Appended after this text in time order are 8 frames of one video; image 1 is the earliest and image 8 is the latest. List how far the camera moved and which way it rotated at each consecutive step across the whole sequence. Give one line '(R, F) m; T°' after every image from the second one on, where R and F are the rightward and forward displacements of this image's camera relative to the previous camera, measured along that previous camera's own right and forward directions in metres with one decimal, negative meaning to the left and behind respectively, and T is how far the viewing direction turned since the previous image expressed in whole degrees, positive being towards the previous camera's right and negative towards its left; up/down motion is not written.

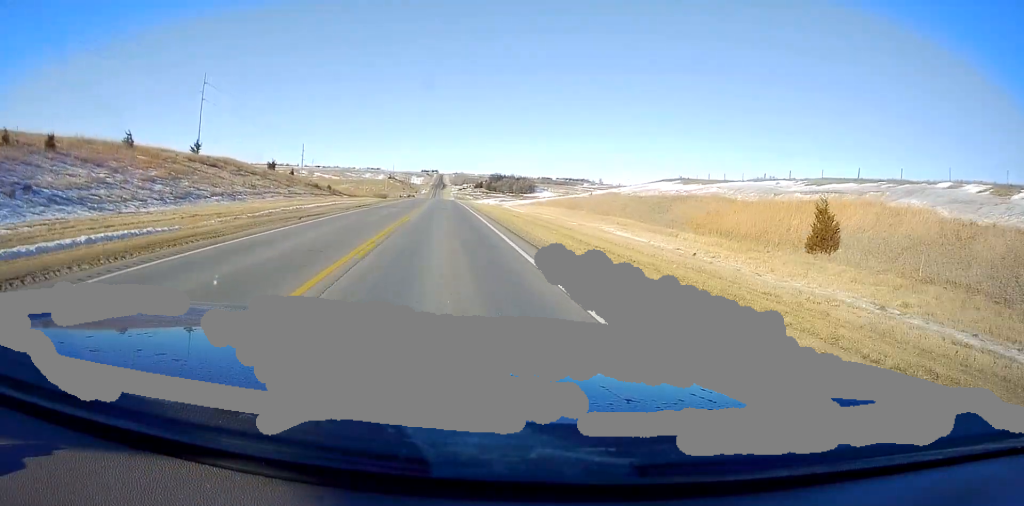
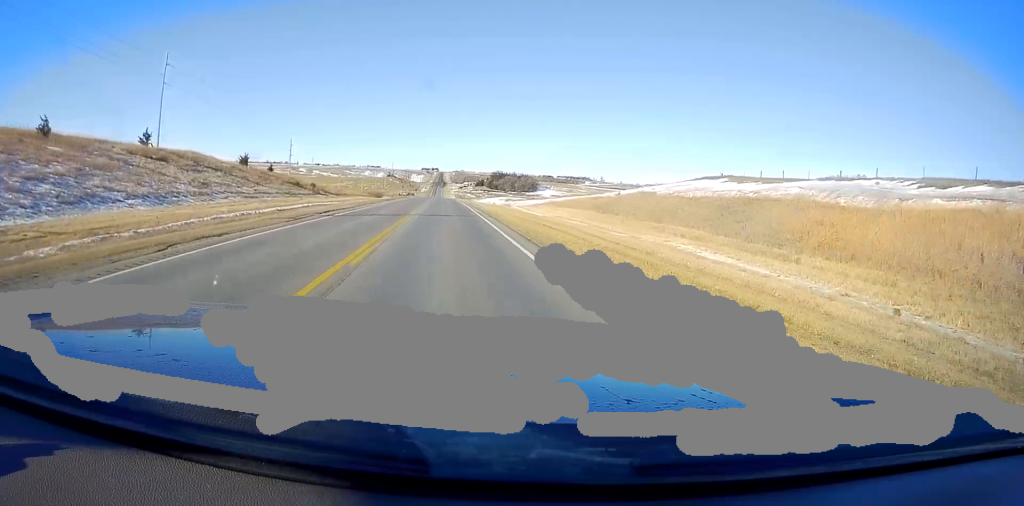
(+0.1, +13.5) m; 0°
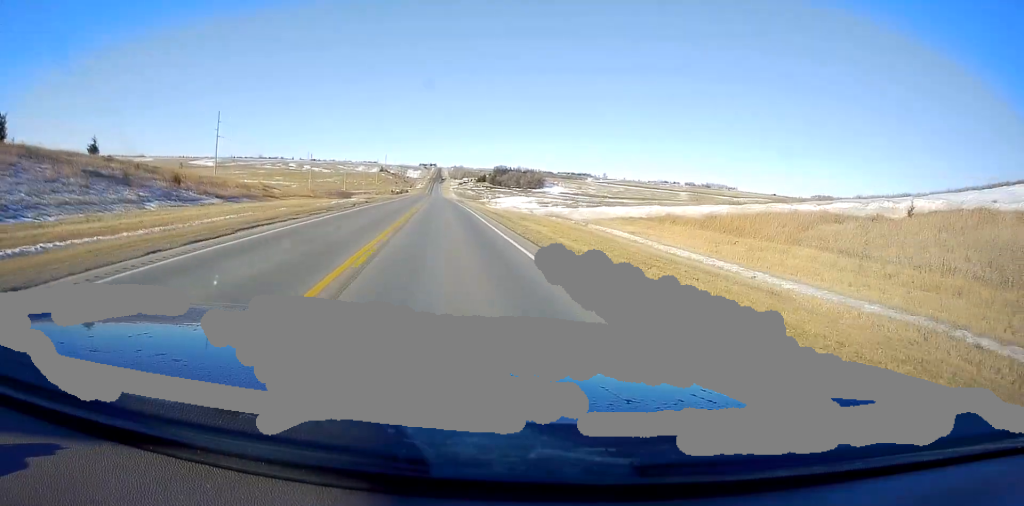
(-0.8, +48.8) m; -1°
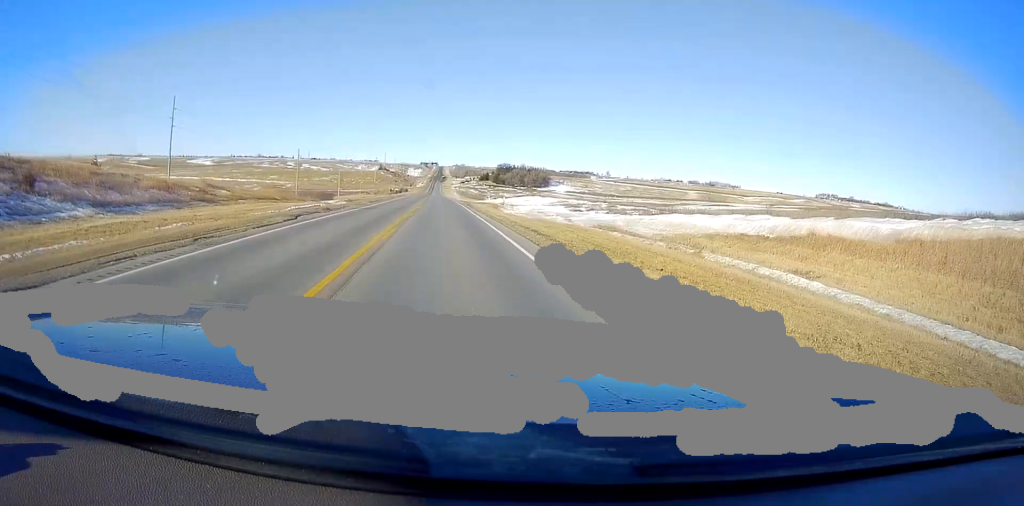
(-0.1, +18.8) m; +1°
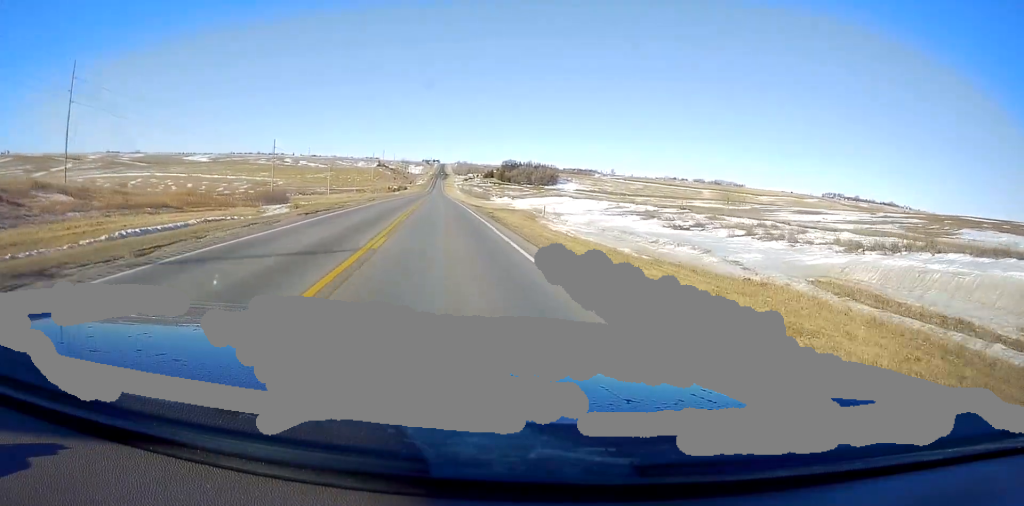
(+0.5, +26.6) m; +1°
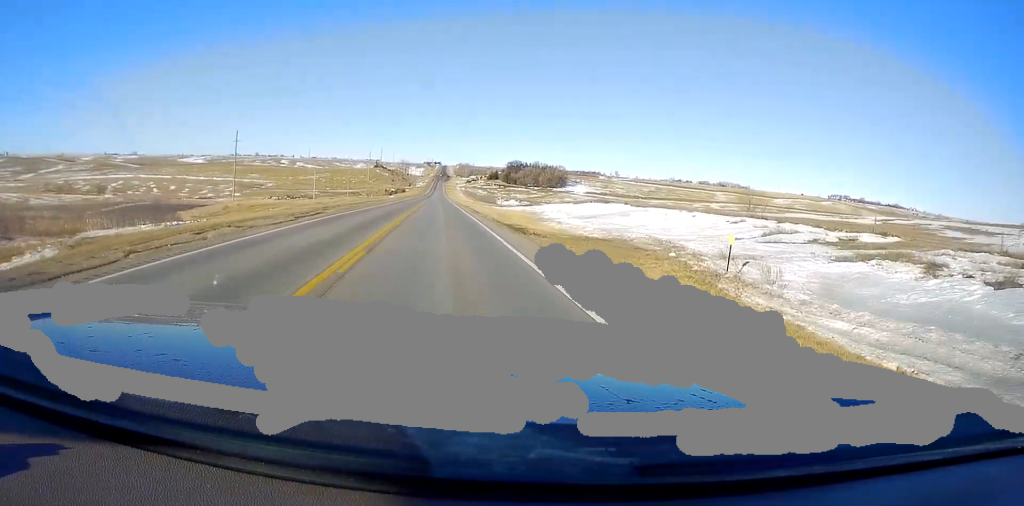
(+0.1, +28.3) m; -1°
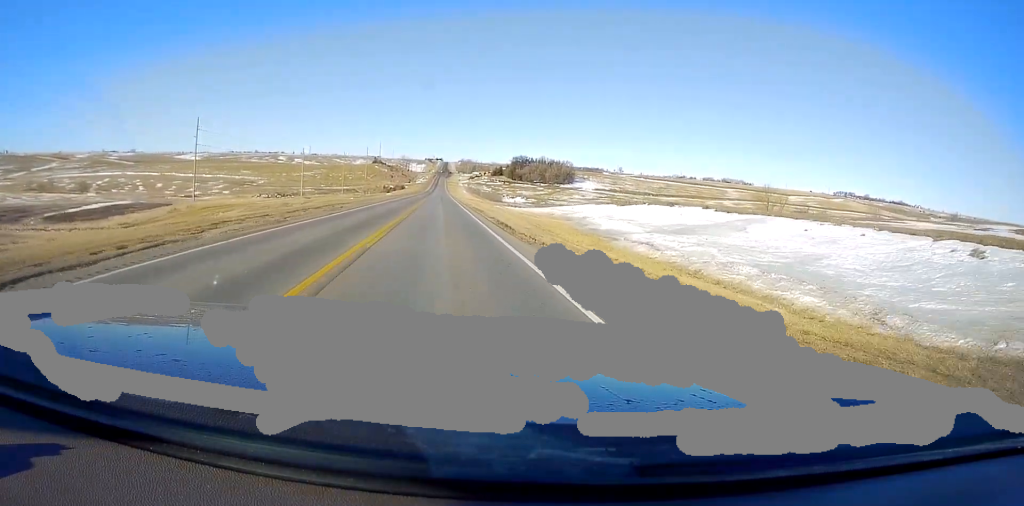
(-0.2, +20.4) m; 0°
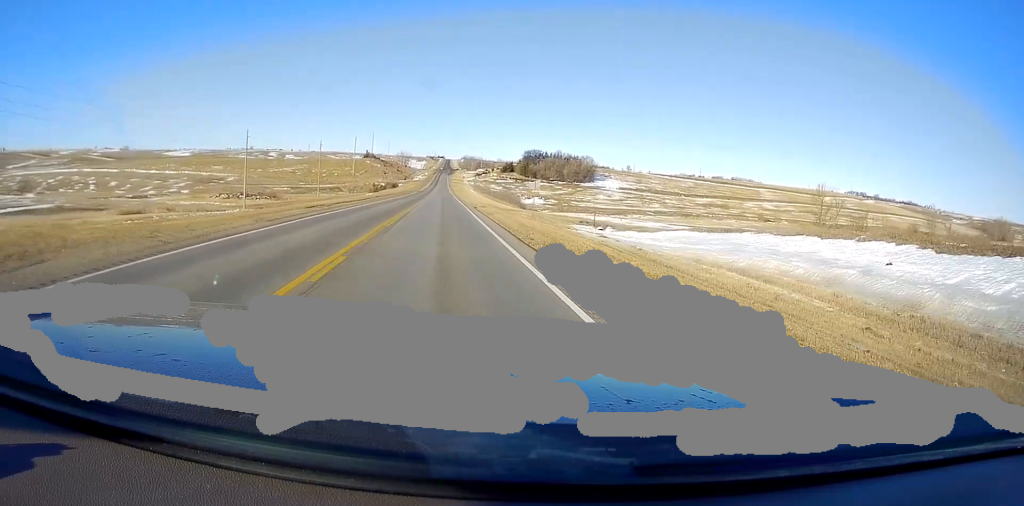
(+0.2, +54.4) m; 0°
